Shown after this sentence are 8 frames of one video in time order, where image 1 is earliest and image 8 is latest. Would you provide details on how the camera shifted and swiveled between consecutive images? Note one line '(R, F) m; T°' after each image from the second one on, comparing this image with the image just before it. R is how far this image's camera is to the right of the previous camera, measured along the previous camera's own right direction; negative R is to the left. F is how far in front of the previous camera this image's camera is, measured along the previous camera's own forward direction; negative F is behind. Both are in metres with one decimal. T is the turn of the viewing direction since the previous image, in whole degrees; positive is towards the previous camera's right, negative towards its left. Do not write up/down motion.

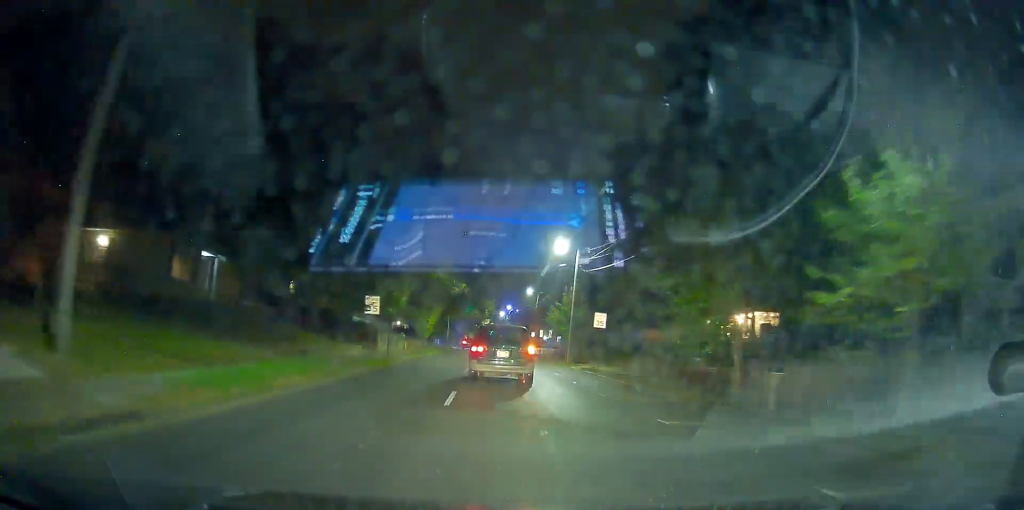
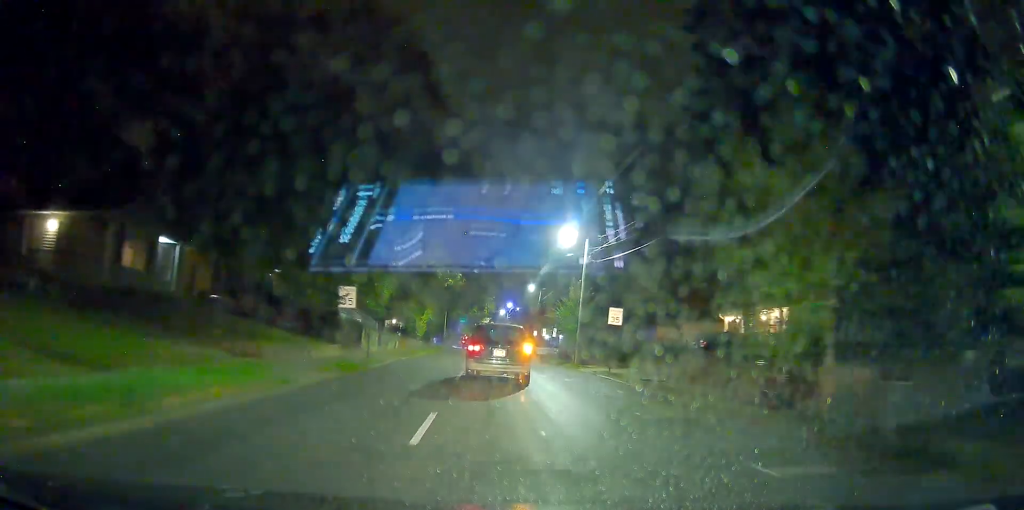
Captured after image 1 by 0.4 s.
(0.0, +4.2) m; 0°
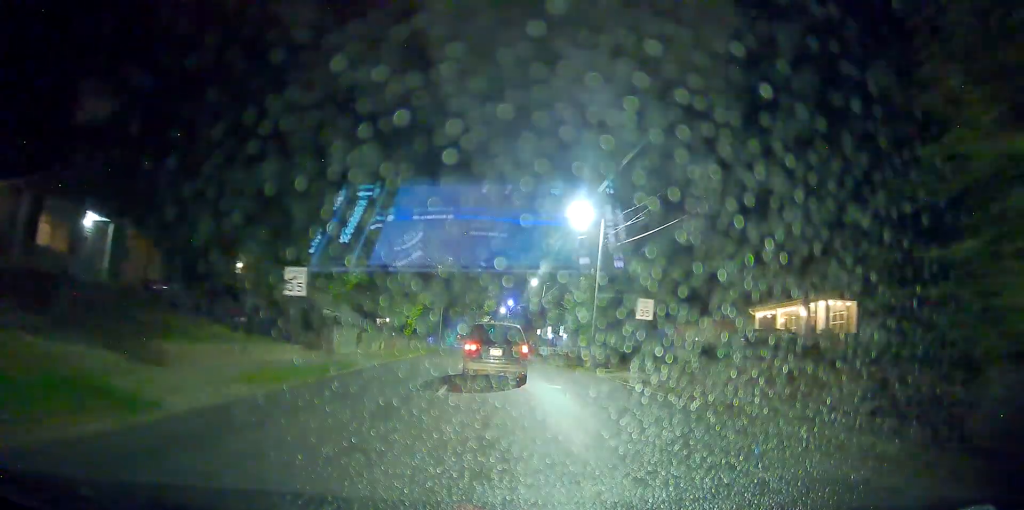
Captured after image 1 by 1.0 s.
(0.0, +5.8) m; 0°
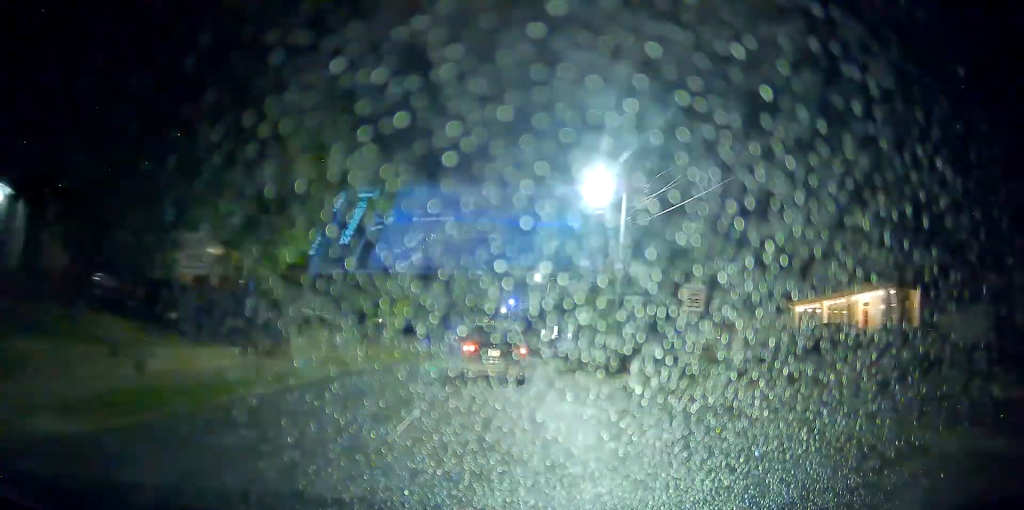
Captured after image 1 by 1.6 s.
(0.0, +5.8) m; +1°
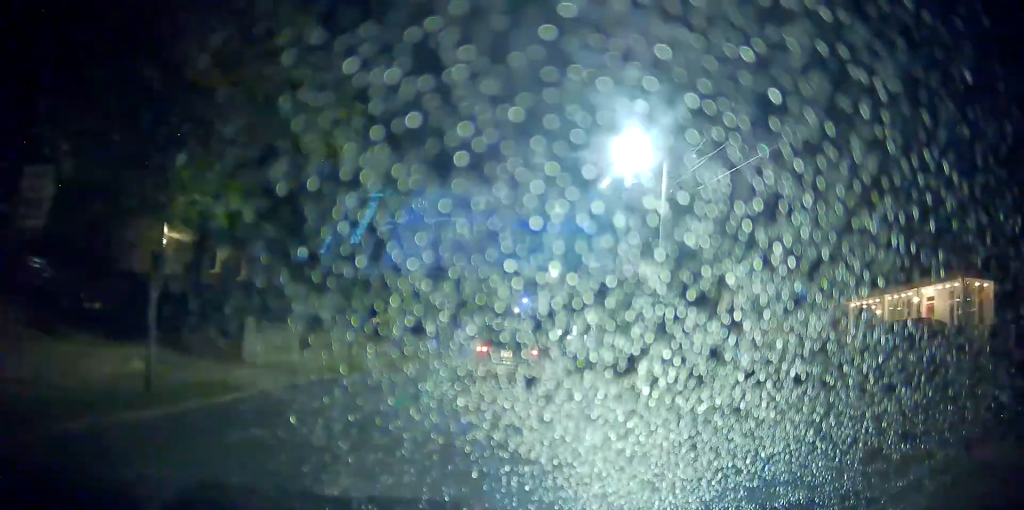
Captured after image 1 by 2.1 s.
(-0.1, +5.2) m; +1°
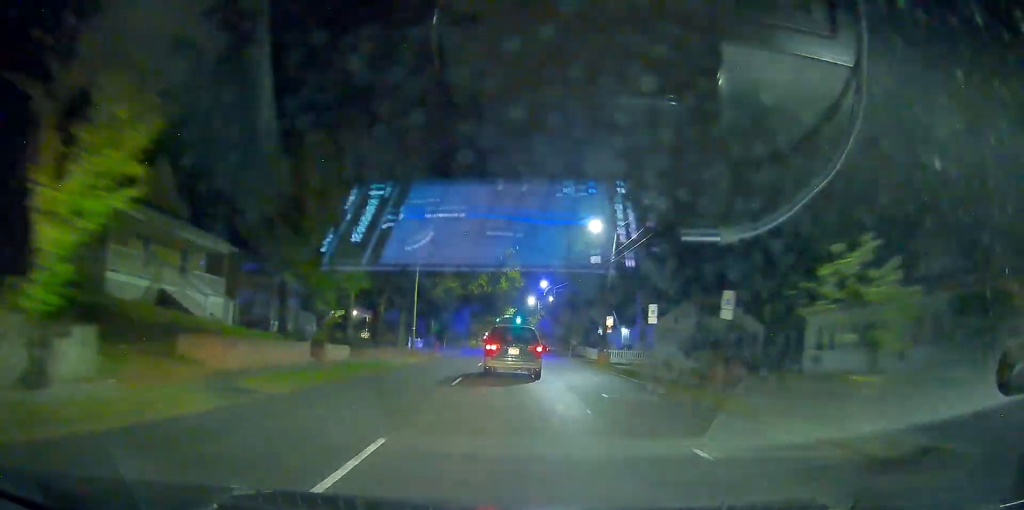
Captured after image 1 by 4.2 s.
(+0.1, +22.0) m; -1°
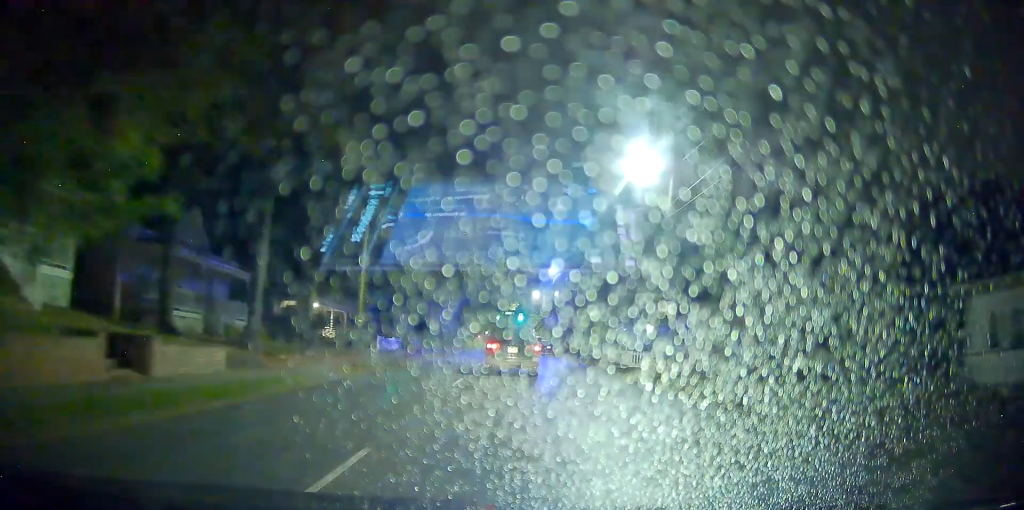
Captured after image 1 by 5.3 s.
(-0.1, +12.8) m; -1°
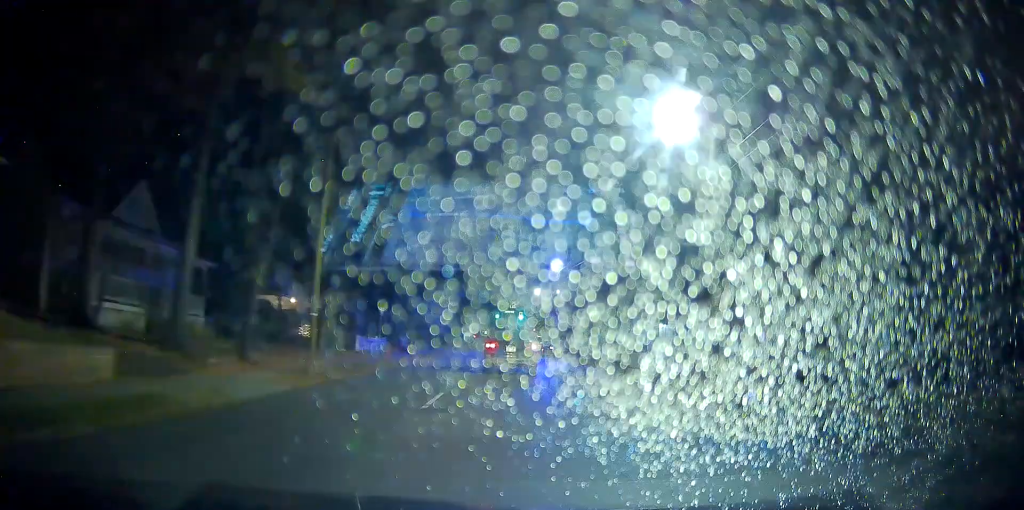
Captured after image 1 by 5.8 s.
(-0.1, +4.9) m; 0°
